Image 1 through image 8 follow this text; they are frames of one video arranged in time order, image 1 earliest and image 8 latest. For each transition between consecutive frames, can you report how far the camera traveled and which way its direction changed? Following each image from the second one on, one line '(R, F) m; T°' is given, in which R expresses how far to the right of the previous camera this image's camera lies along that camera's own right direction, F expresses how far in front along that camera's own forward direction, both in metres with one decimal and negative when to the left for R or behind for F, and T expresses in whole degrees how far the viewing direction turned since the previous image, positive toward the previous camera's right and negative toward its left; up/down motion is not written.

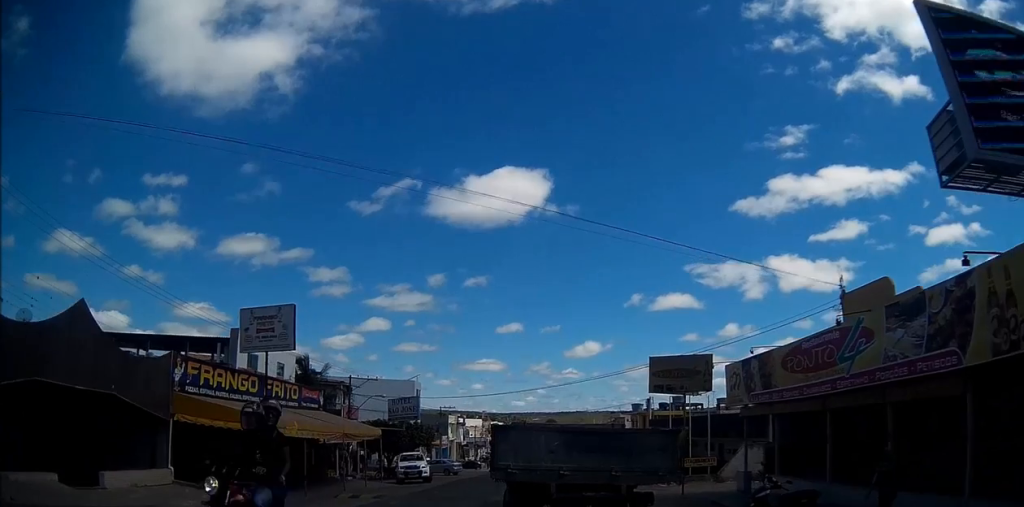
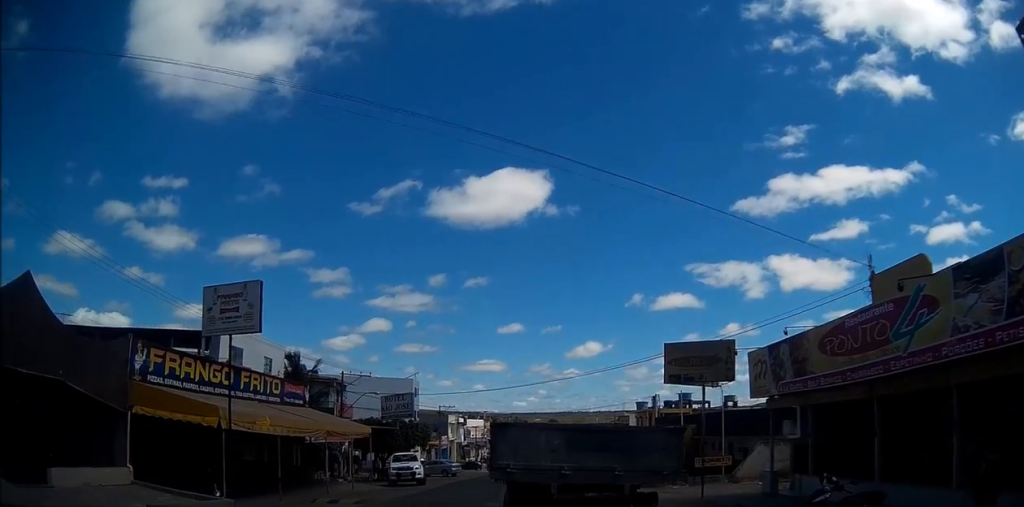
(+0.1, +2.6) m; +1°
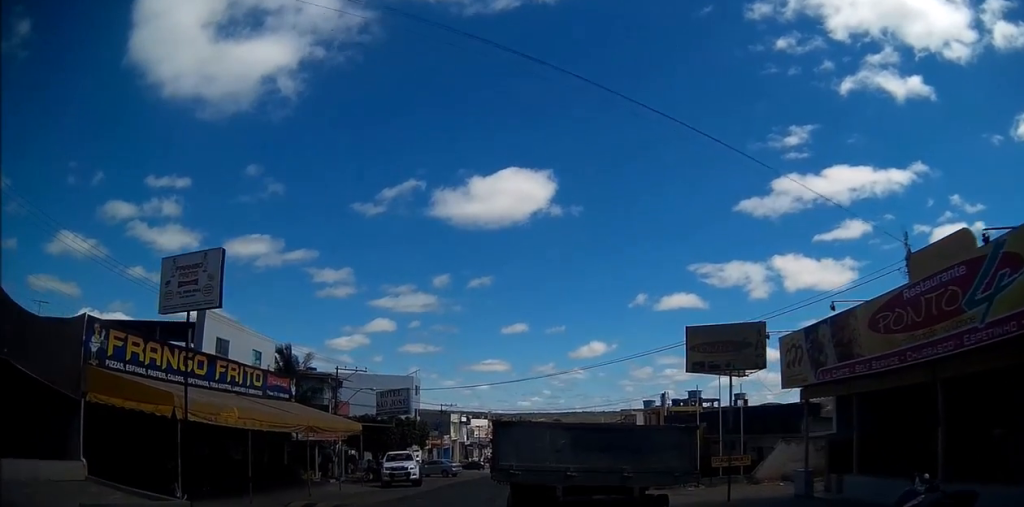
(-0.2, +2.5) m; 0°
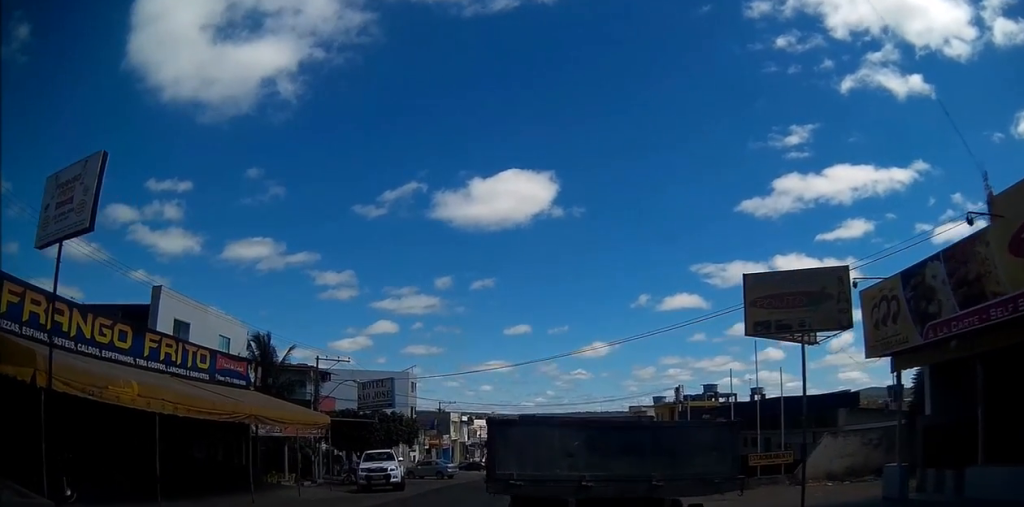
(+0.2, +5.0) m; -2°
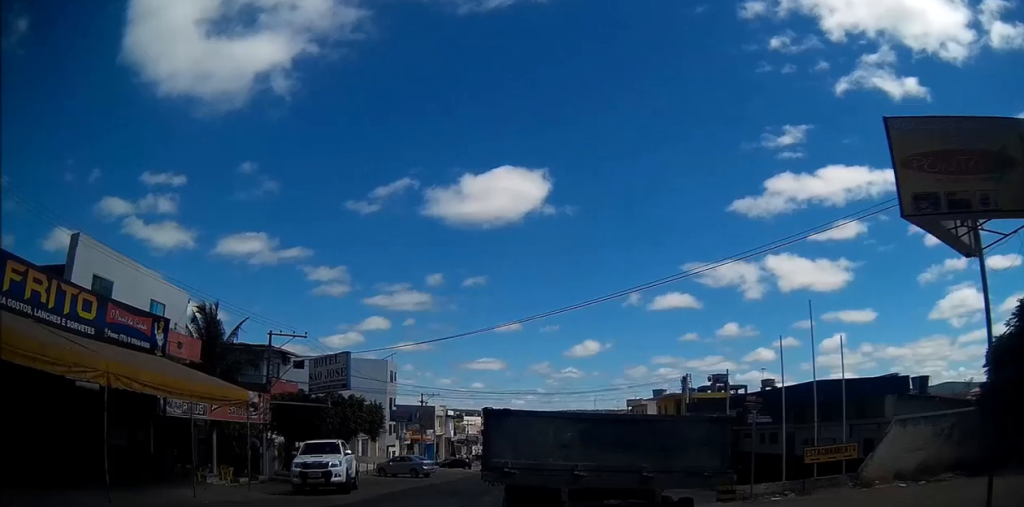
(+0.2, +6.3) m; +5°
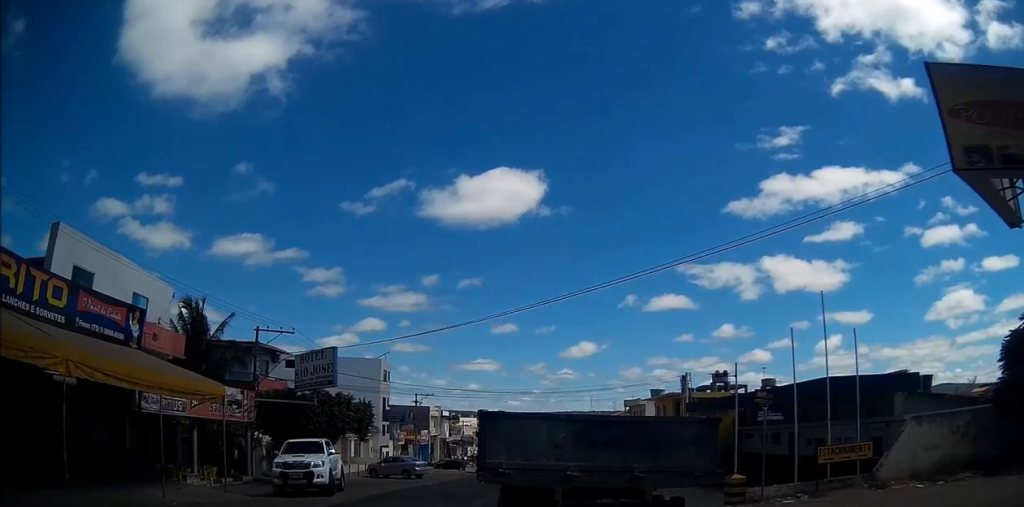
(0.0, +1.2) m; 0°
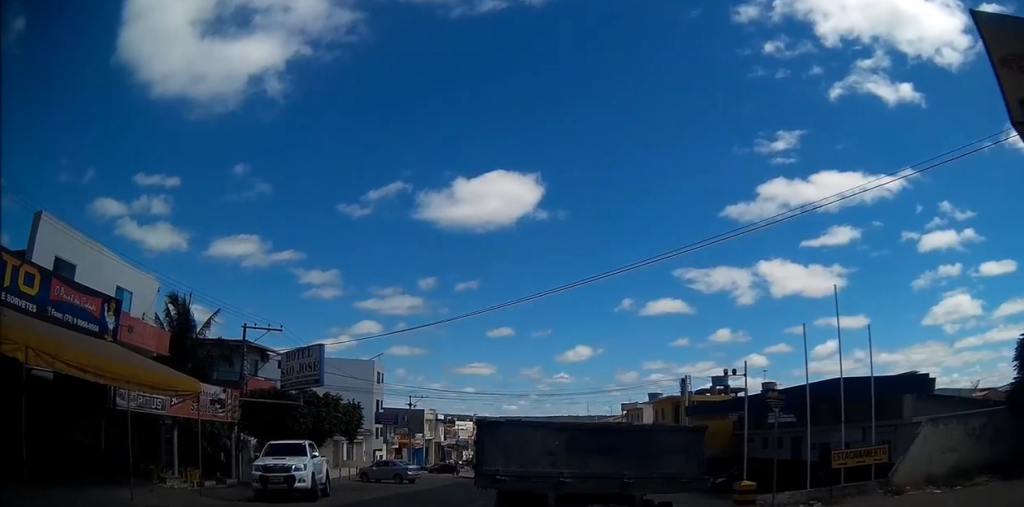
(-0.2, +1.2) m; 0°
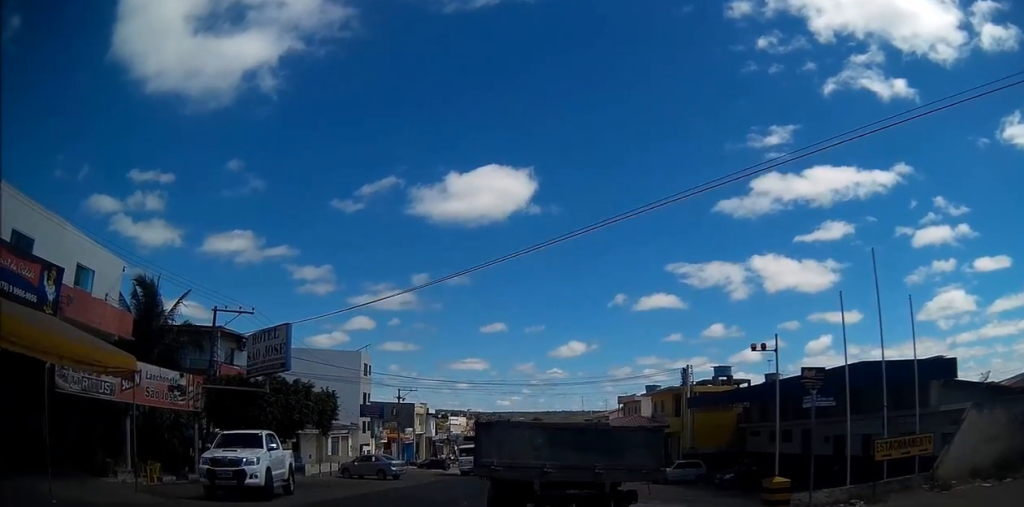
(+0.2, +2.7) m; 0°
